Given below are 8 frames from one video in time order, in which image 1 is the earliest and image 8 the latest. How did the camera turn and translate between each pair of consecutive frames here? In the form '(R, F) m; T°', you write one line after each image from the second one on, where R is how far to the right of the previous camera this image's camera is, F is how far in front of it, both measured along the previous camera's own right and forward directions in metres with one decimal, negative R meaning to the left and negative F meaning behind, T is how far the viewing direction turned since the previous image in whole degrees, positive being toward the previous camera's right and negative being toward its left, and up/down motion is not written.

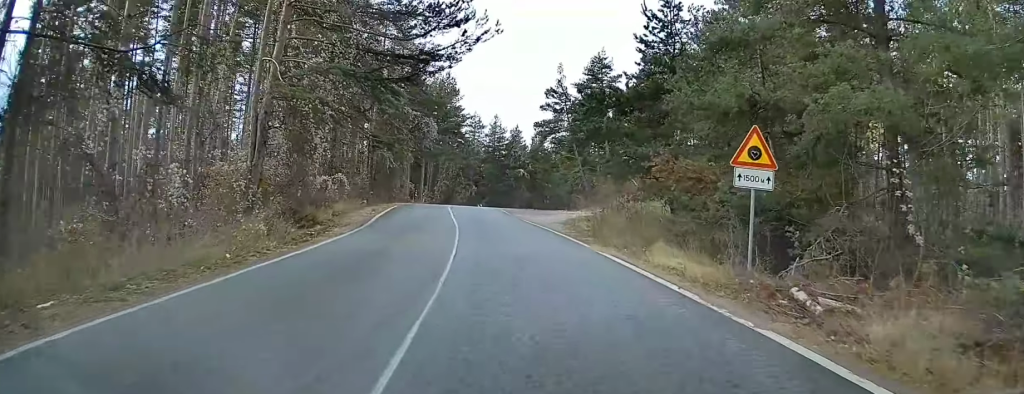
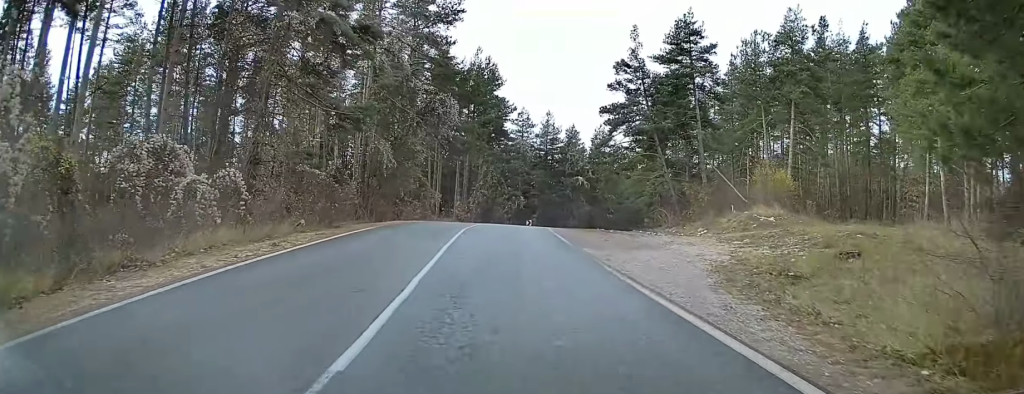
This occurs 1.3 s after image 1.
(-0.9, +19.2) m; -4°
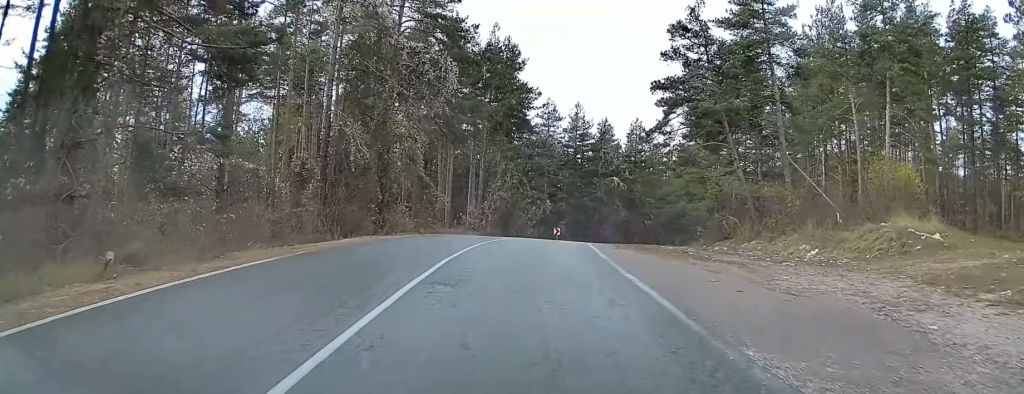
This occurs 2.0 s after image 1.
(-0.2, +11.7) m; -1°
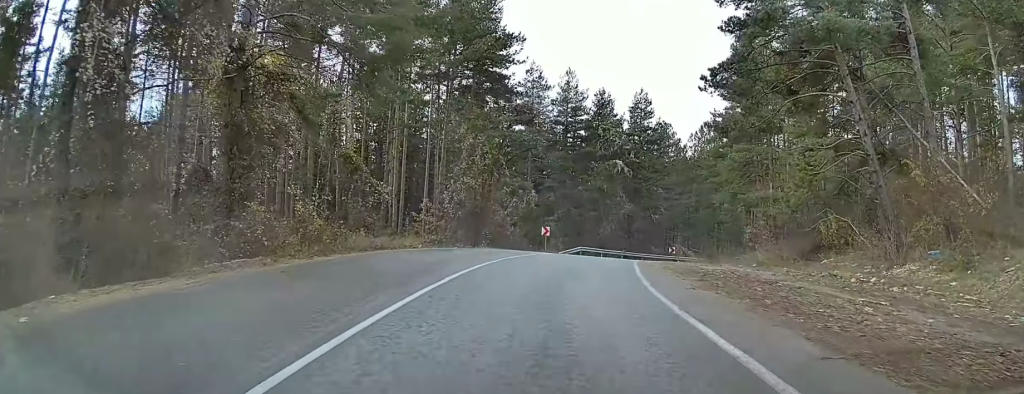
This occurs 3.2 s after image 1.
(0.0, +15.9) m; +1°
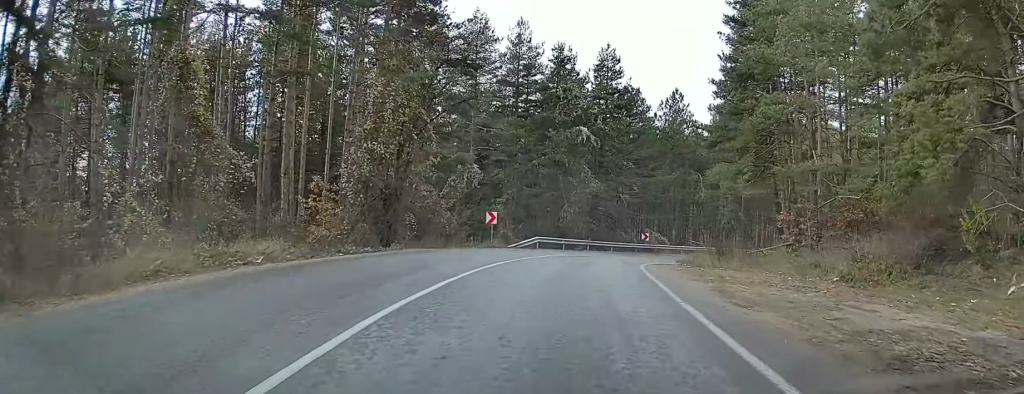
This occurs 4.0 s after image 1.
(+0.2, +11.4) m; +3°
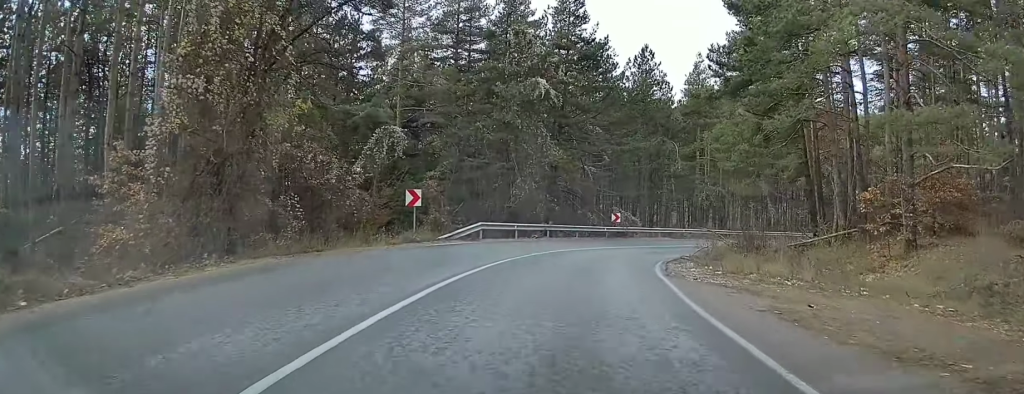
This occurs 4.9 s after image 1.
(+0.2, +10.9) m; +3°
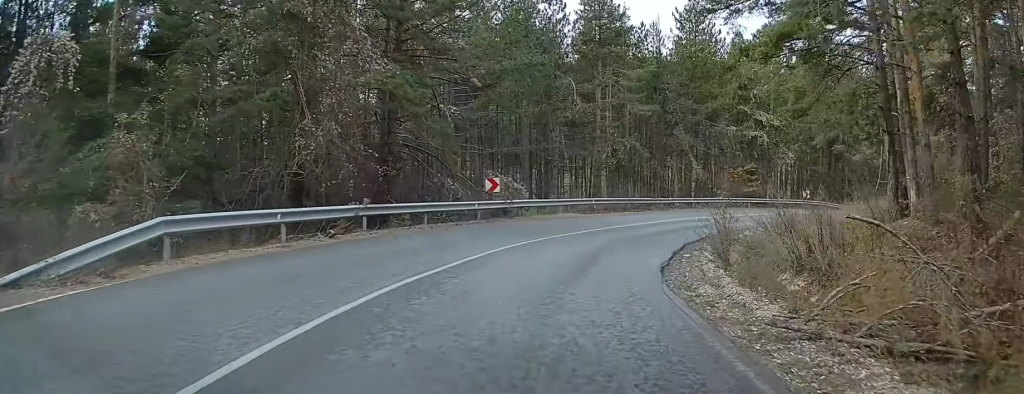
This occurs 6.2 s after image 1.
(+0.9, +17.2) m; +8°
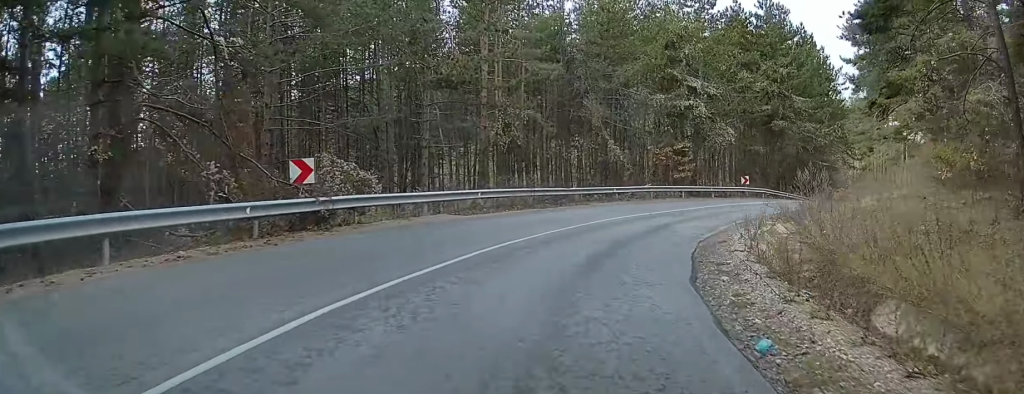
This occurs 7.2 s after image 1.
(+0.8, +12.0) m; +13°
